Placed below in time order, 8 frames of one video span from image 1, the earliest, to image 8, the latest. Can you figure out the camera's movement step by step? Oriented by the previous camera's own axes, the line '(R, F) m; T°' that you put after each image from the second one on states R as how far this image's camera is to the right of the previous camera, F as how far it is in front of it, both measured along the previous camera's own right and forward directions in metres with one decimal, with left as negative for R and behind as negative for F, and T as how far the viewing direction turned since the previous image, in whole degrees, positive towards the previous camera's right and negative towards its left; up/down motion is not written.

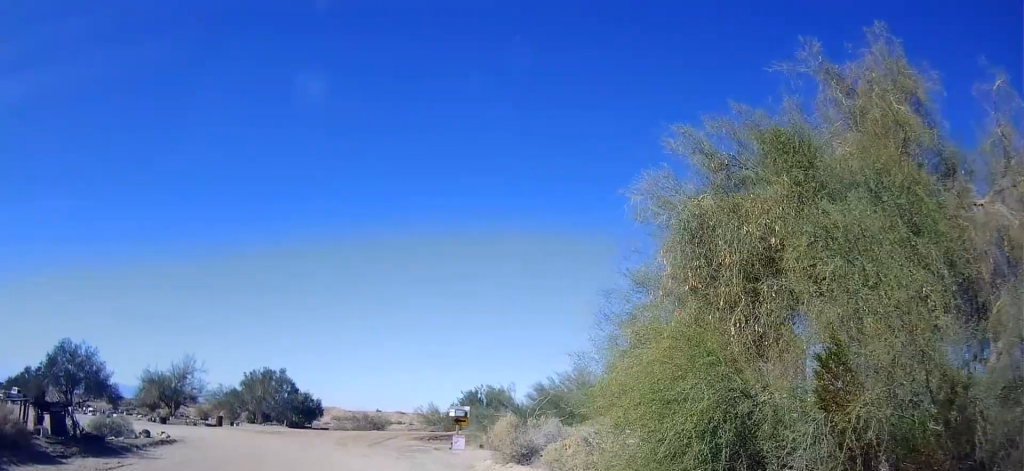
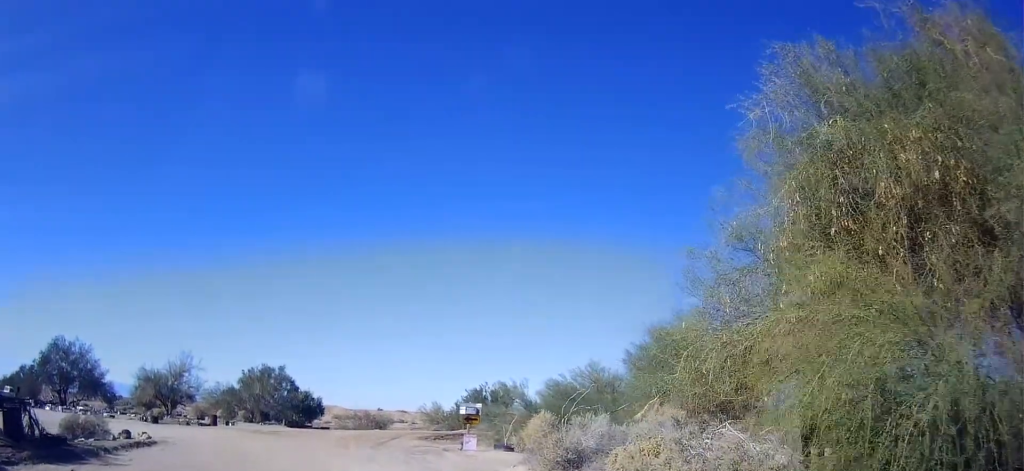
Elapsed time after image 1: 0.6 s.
(+0.1, +2.4) m; +2°
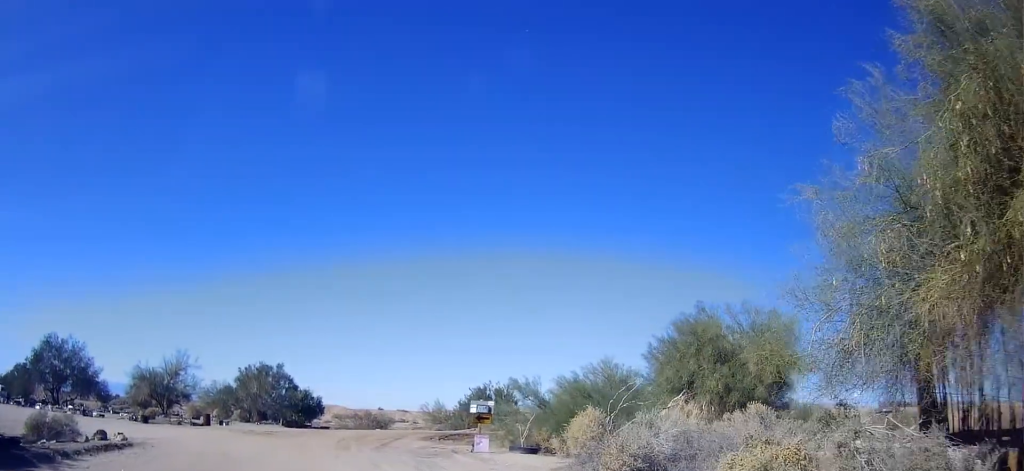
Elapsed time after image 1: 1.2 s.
(+0.1, +2.3) m; +2°
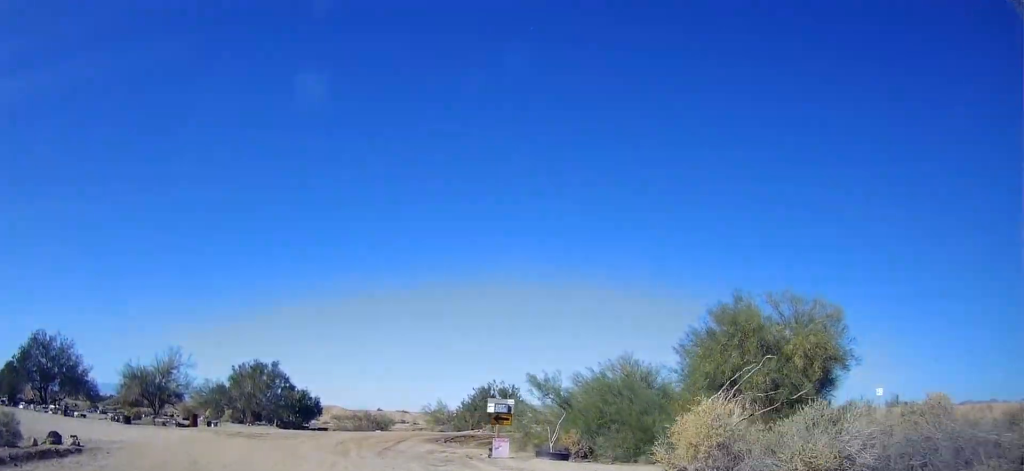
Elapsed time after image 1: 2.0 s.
(0.0, +3.3) m; -4°
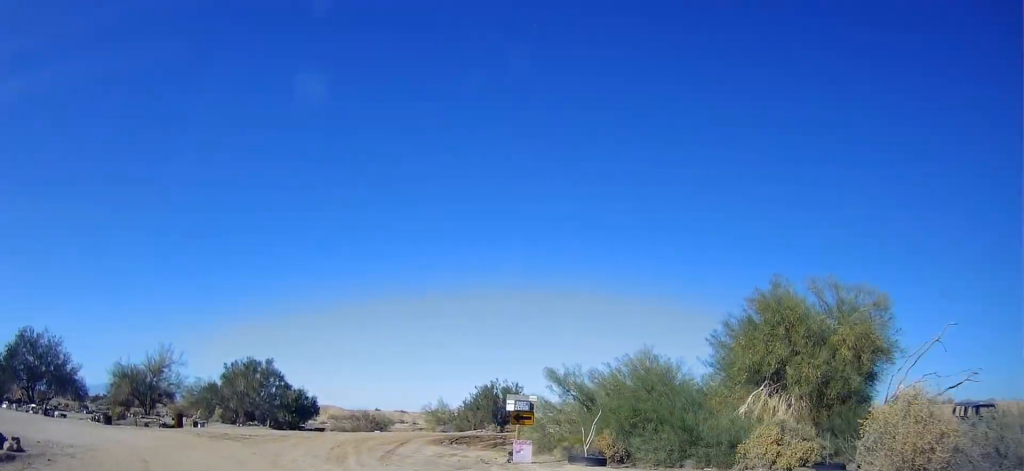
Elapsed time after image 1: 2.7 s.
(-0.2, +3.1) m; -2°
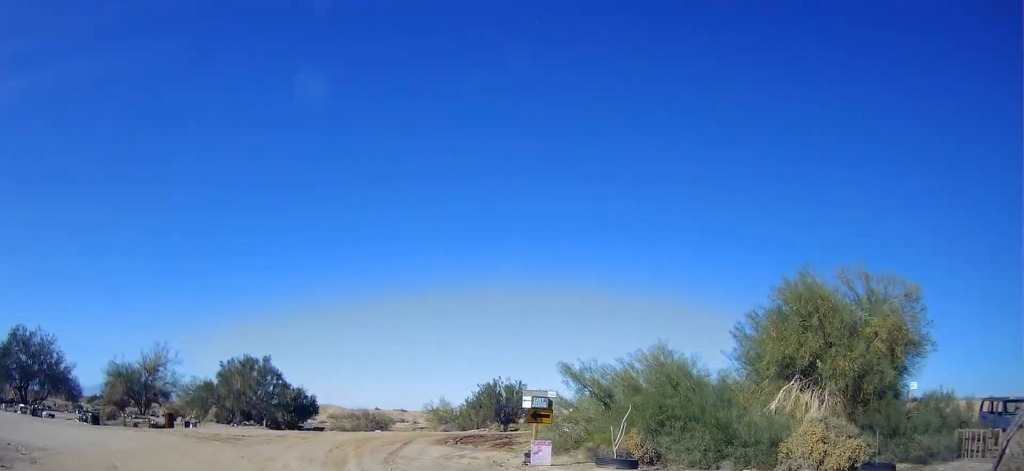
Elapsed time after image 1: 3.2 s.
(-0.2, +1.9) m; 0°
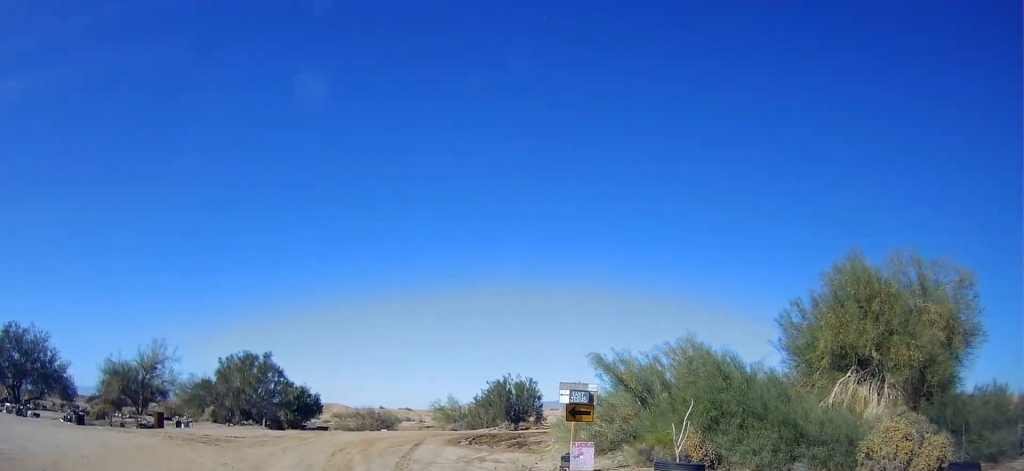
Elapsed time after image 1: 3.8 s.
(+0.2, +2.7) m; +2°
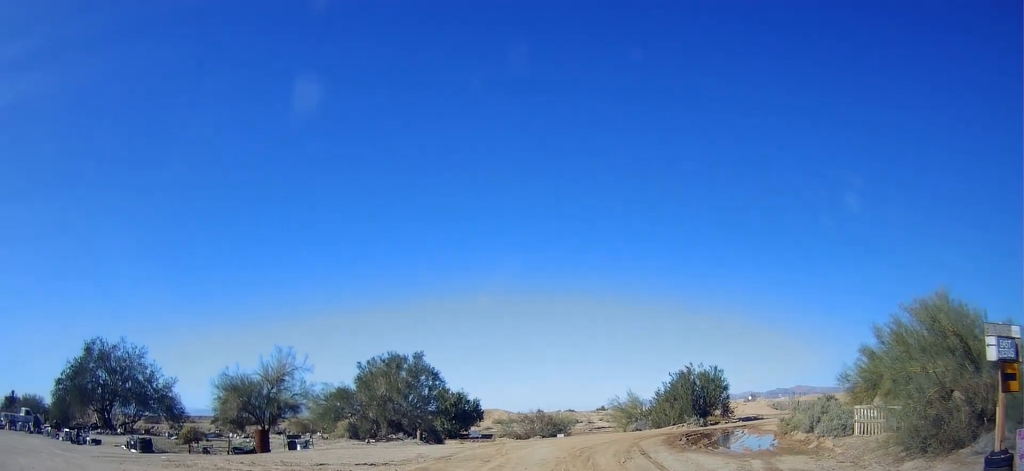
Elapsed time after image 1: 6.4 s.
(-1.8, +8.5) m; -31°
